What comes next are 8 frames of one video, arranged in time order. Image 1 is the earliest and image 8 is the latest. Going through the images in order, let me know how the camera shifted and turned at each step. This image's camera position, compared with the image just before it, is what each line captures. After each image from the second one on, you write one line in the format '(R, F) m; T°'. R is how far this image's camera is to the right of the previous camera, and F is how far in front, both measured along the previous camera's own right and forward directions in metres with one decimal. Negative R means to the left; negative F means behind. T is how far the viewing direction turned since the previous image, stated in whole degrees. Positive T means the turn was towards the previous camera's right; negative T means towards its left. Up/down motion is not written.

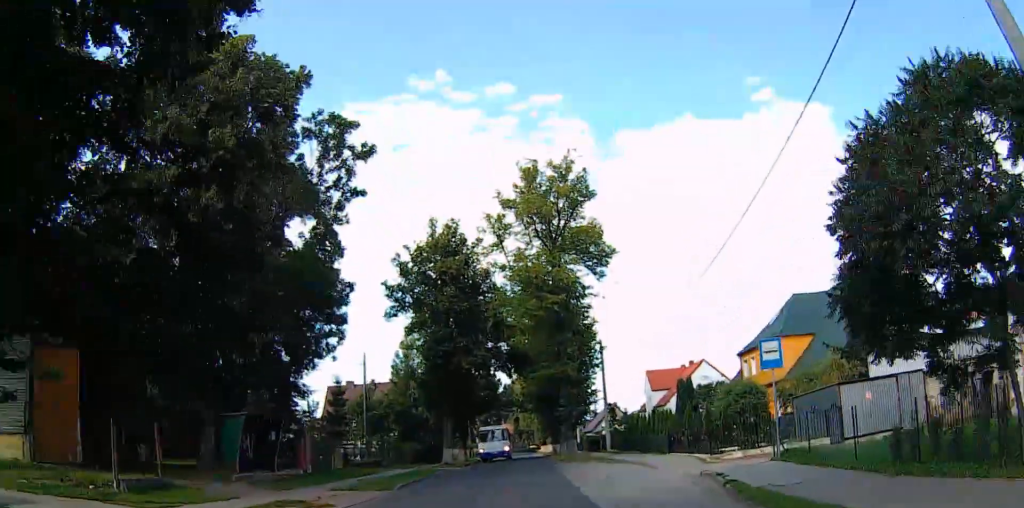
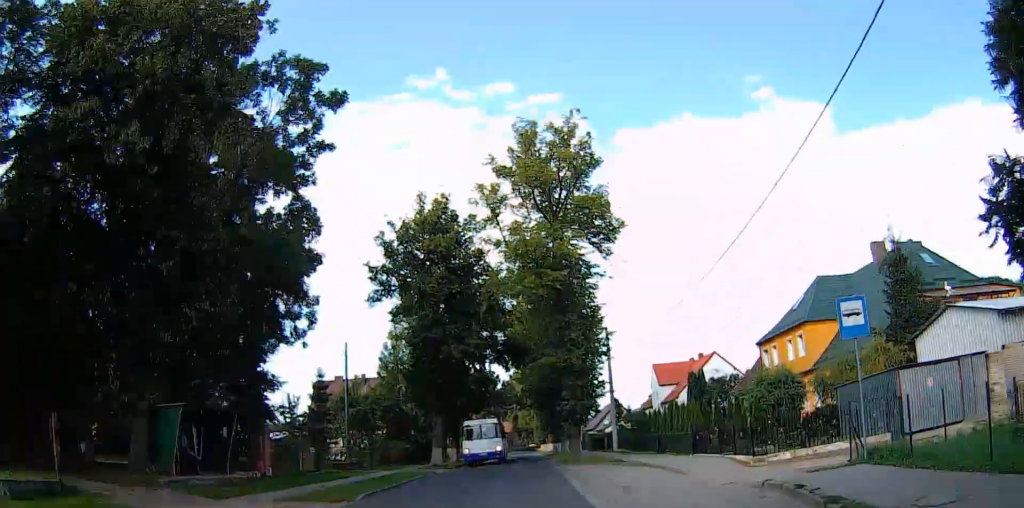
(-0.2, +4.8) m; -2°
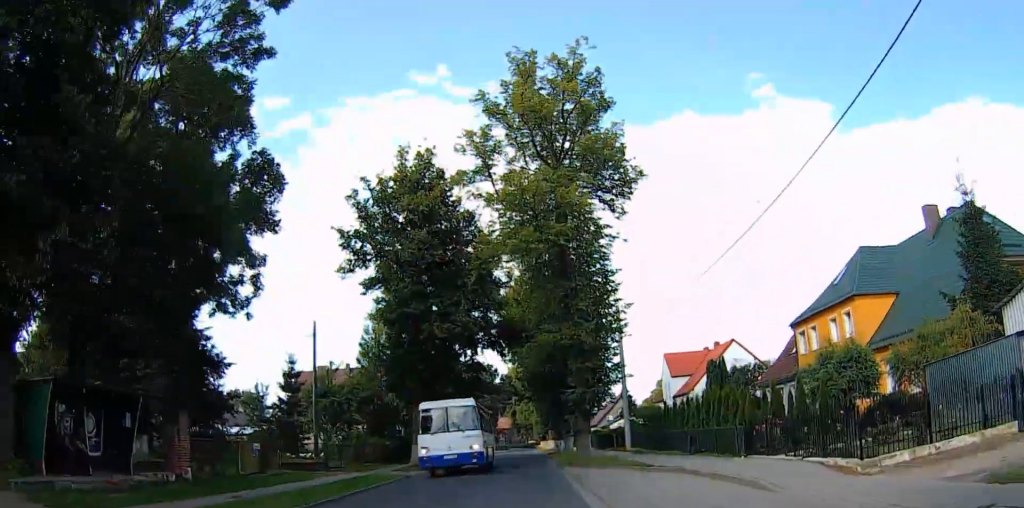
(-0.1, +6.8) m; +2°
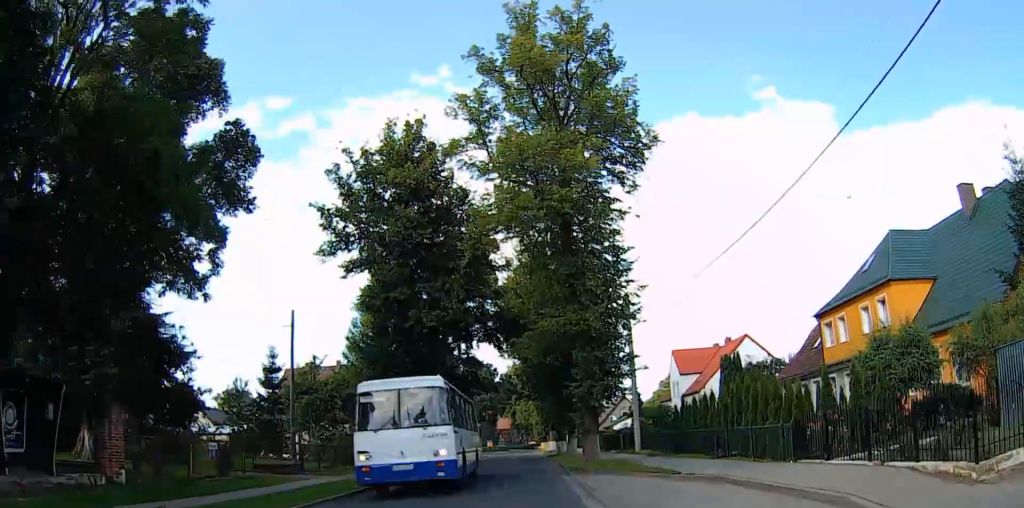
(-0.2, +3.9) m; +2°
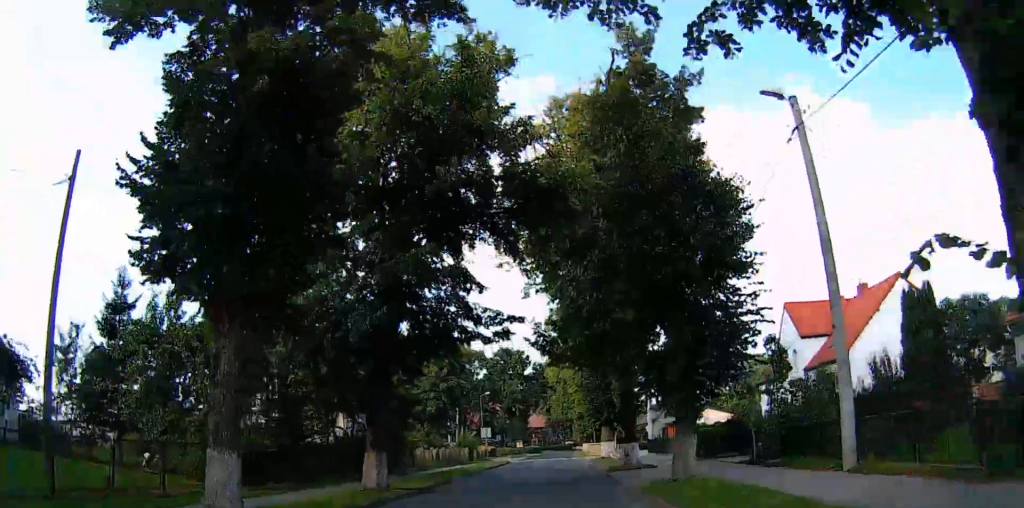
(-0.4, +22.6) m; -6°
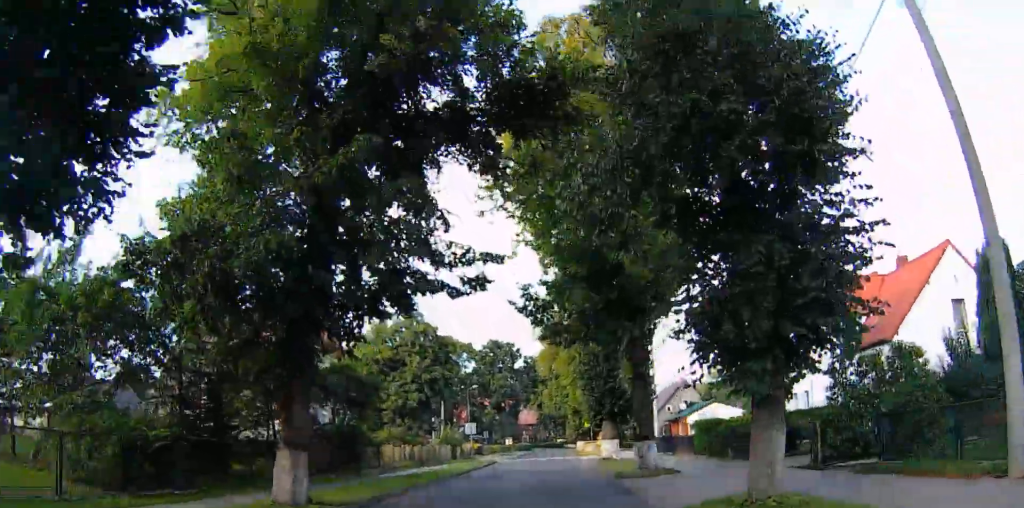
(-0.3, +6.4) m; +3°
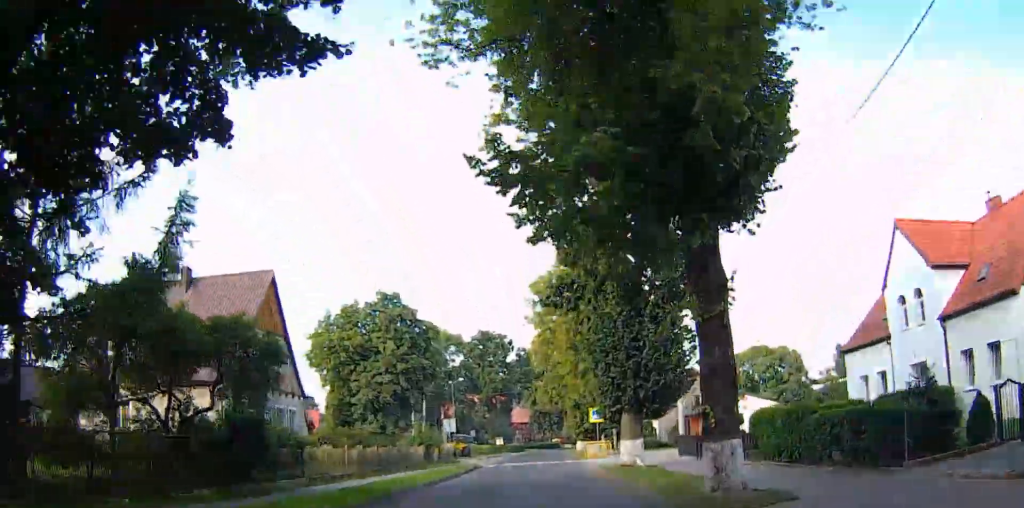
(+0.8, +9.7) m; +2°
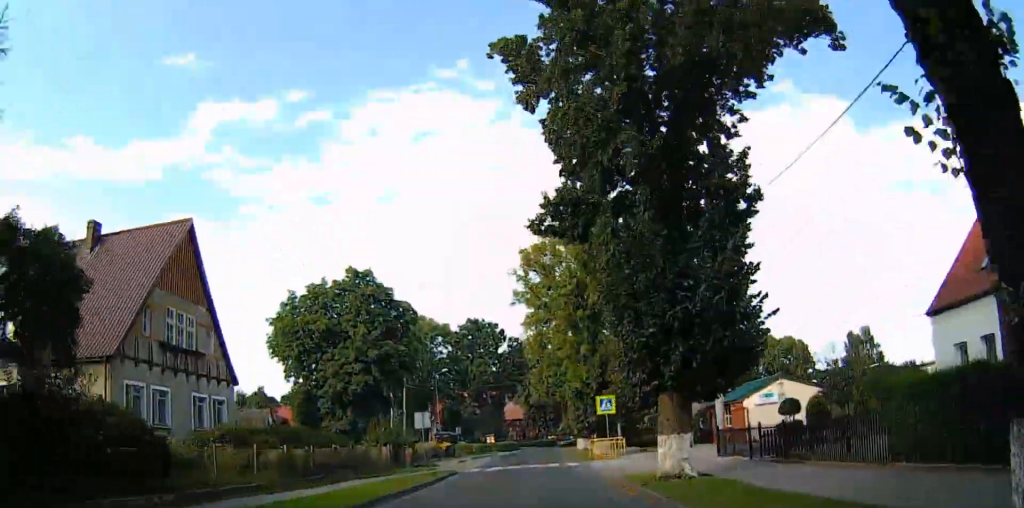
(-0.2, +8.4) m; -1°
